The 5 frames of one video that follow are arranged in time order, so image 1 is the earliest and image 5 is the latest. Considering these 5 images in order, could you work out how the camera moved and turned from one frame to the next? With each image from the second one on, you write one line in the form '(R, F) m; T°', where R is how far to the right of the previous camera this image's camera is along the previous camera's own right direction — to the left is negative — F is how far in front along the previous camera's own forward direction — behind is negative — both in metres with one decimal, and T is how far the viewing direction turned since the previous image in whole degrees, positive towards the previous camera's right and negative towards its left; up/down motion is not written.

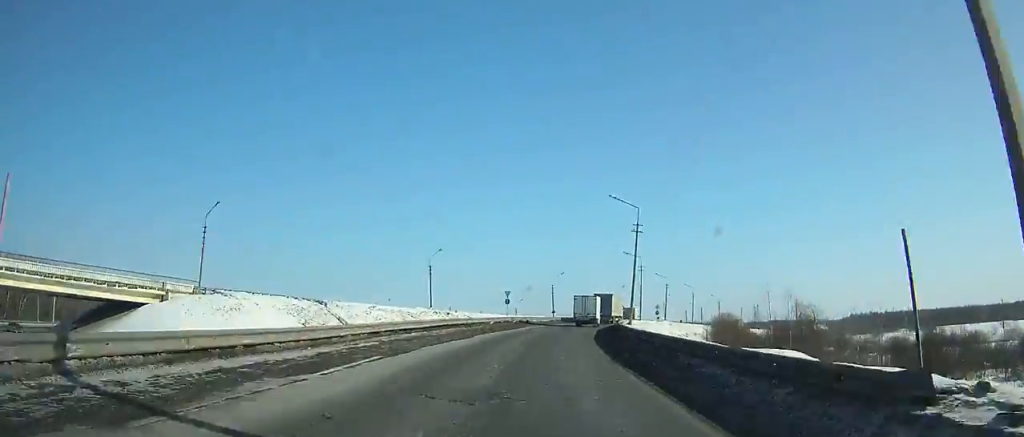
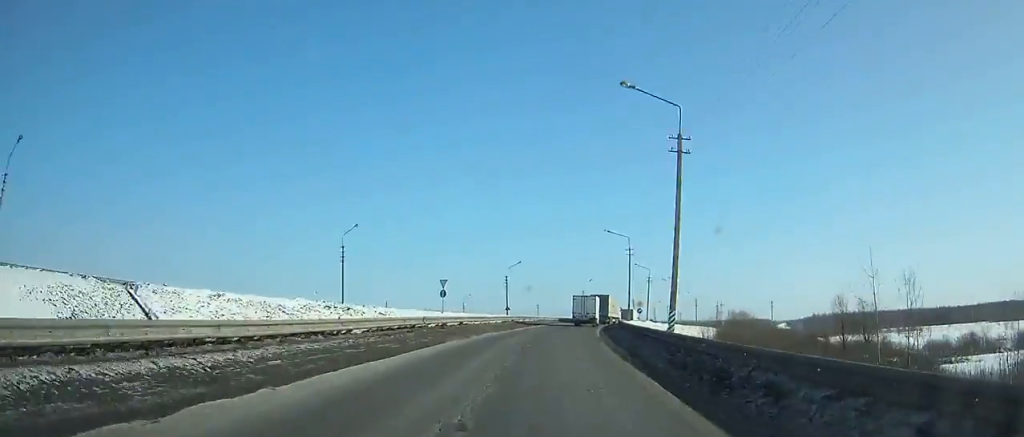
(-0.1, +25.8) m; +5°
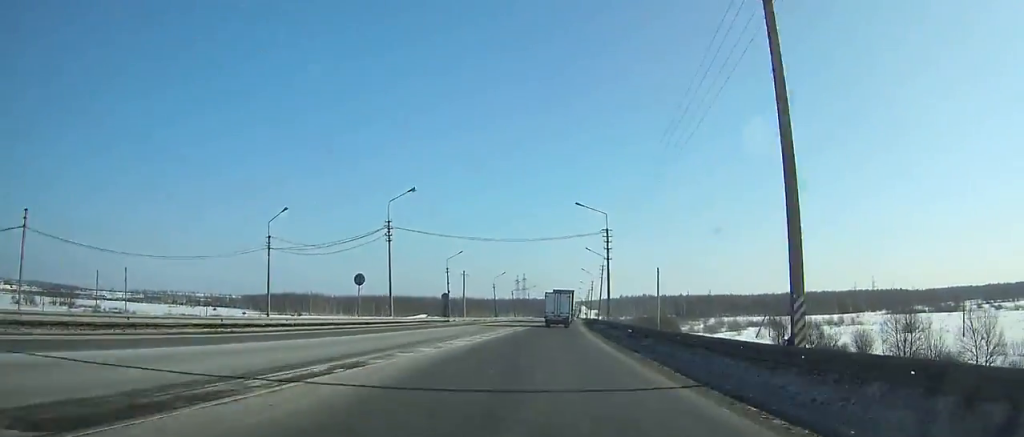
(+26.3, +129.8) m; +20°
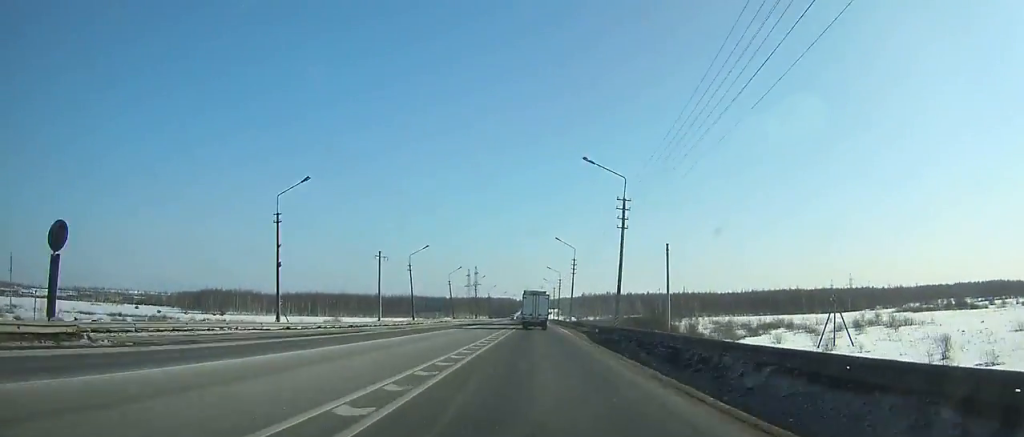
(+2.3, +52.6) m; +3°
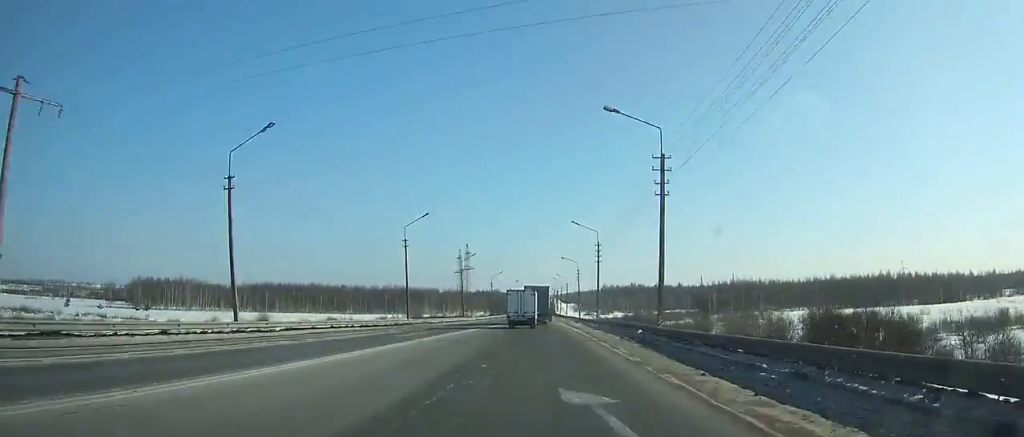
(+0.7, +92.0) m; 0°
